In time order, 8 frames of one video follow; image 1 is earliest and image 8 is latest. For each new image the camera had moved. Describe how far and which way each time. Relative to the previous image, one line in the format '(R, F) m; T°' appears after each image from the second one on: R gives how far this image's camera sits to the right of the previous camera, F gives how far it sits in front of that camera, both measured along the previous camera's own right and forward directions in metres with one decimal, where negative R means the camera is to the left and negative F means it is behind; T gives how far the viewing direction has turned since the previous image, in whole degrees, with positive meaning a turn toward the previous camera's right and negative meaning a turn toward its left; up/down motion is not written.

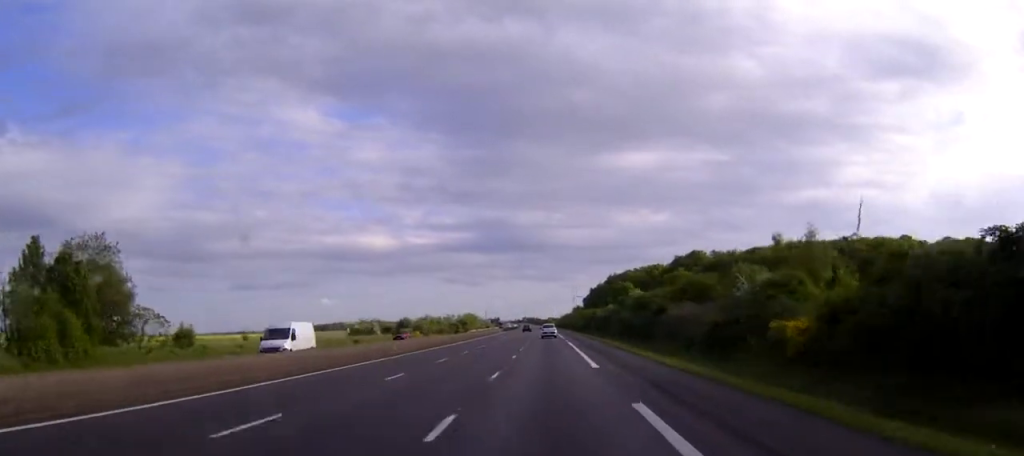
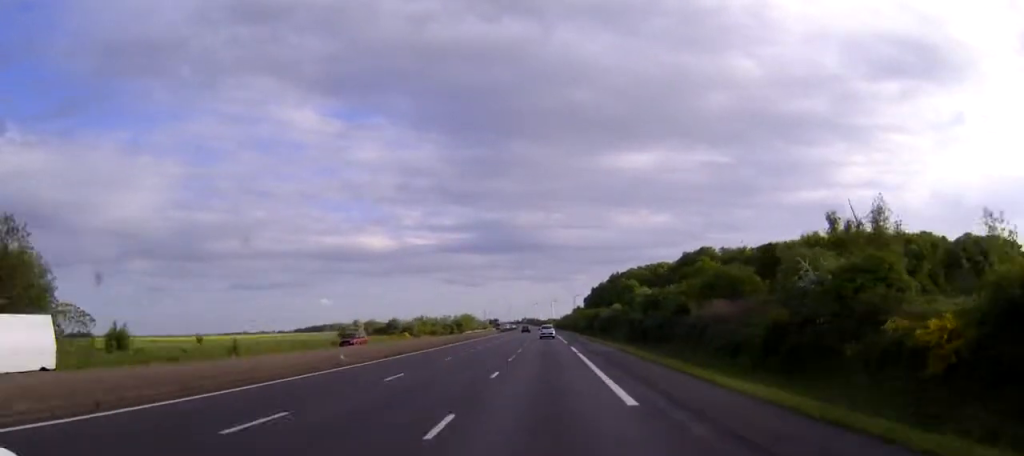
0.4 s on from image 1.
(0.0, +12.6) m; 0°
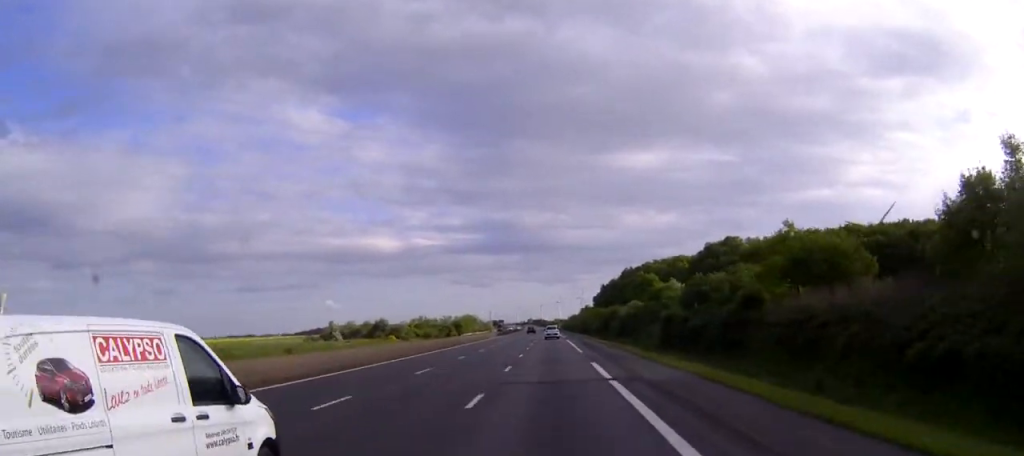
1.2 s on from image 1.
(0.0, +21.3) m; 0°
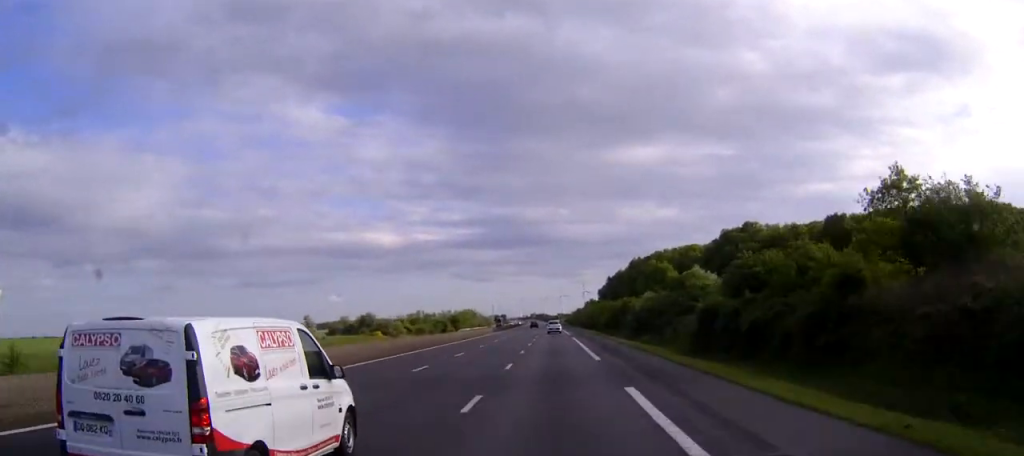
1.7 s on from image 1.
(0.0, +14.6) m; 0°
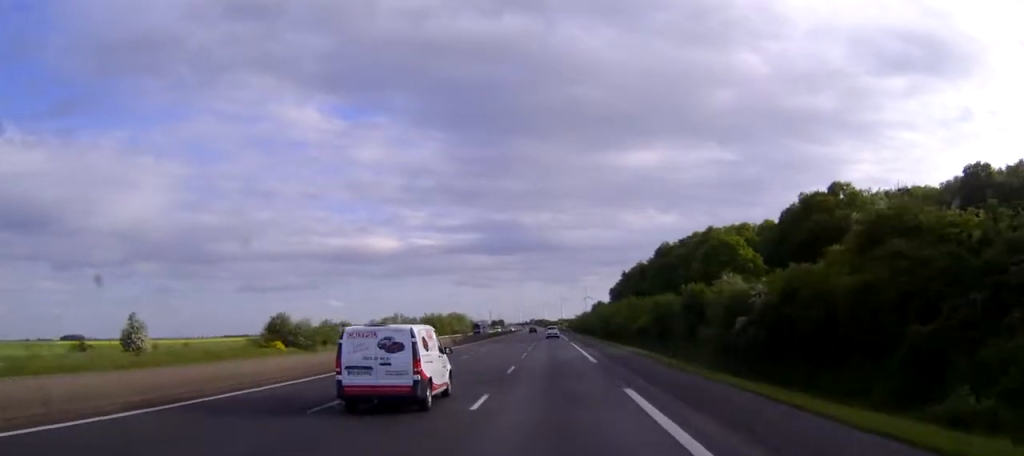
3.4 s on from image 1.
(-0.1, +50.8) m; 0°
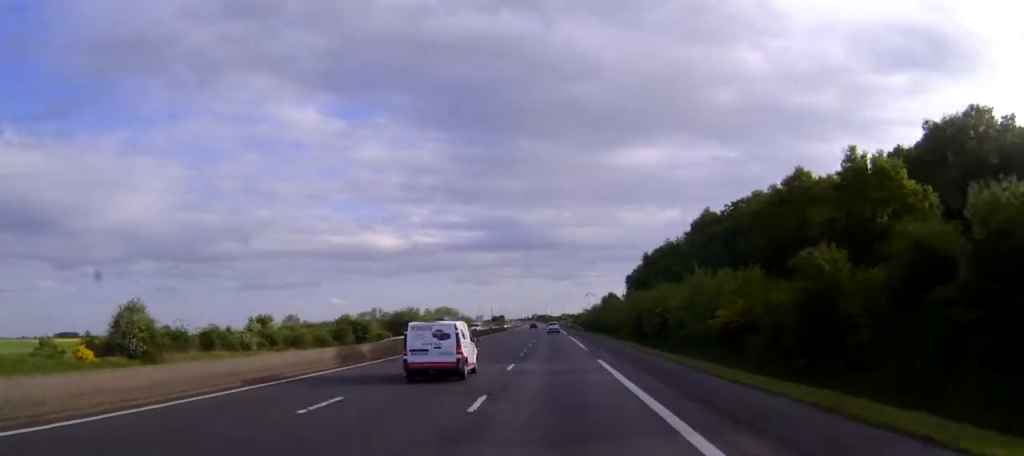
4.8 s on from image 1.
(0.0, +40.1) m; 0°
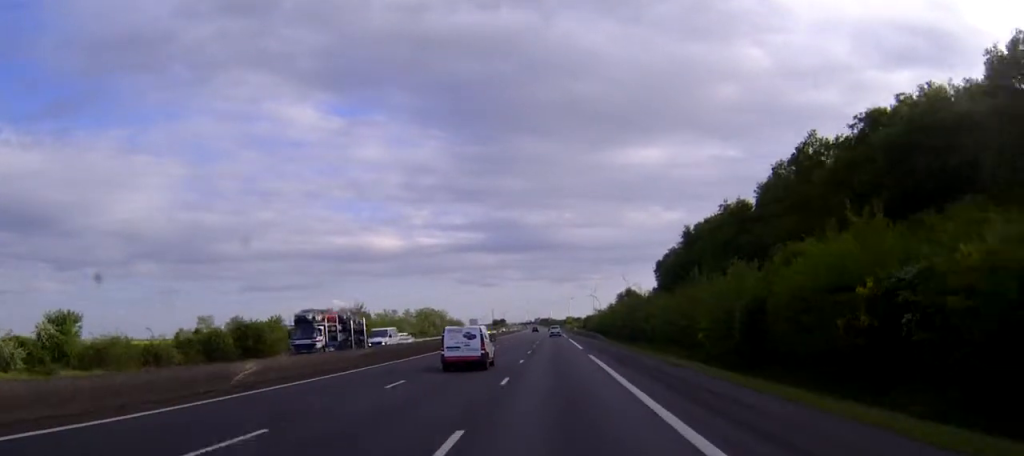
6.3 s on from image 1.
(-0.1, +44.2) m; 0°
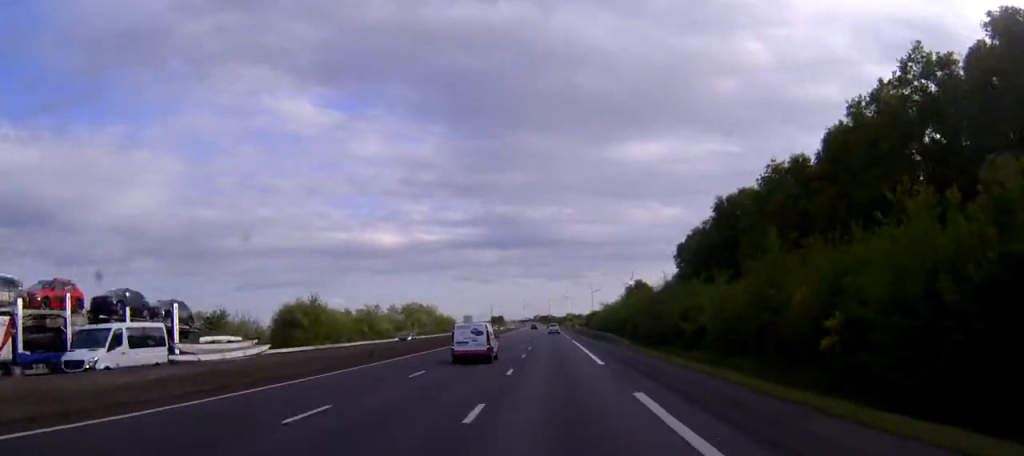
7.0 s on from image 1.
(0.0, +21.7) m; 0°
